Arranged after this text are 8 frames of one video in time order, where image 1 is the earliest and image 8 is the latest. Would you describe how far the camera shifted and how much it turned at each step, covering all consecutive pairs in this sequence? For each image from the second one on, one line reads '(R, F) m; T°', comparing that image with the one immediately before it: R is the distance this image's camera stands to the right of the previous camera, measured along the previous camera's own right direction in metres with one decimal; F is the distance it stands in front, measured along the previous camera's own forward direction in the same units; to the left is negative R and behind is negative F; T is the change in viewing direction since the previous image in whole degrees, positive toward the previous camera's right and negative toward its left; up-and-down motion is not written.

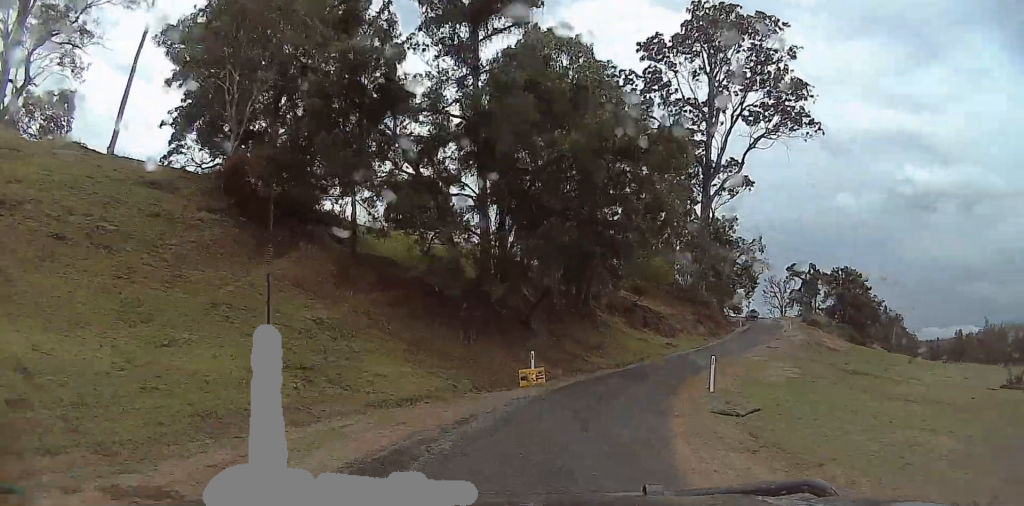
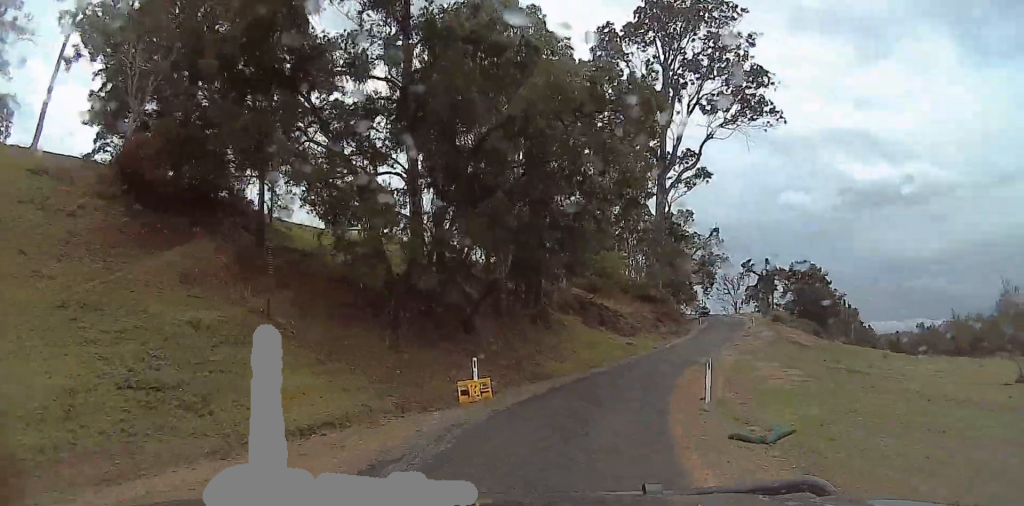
(+0.1, +5.0) m; +5°
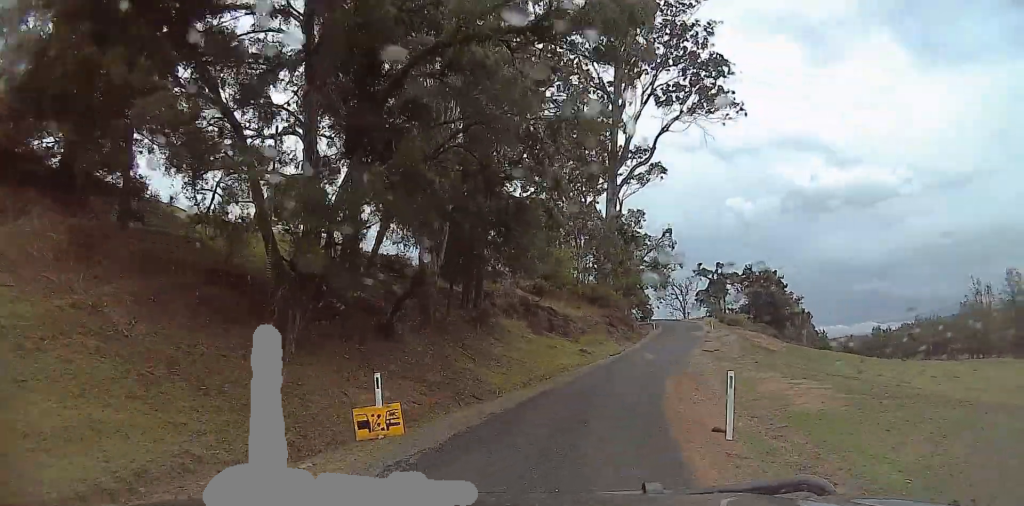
(+0.4, +5.9) m; +8°
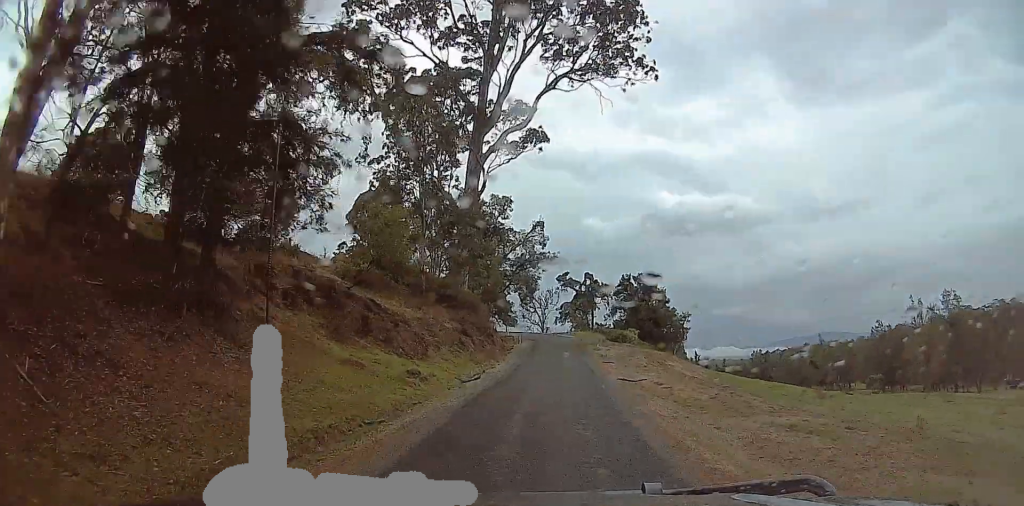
(+2.8, +18.6) m; +11°
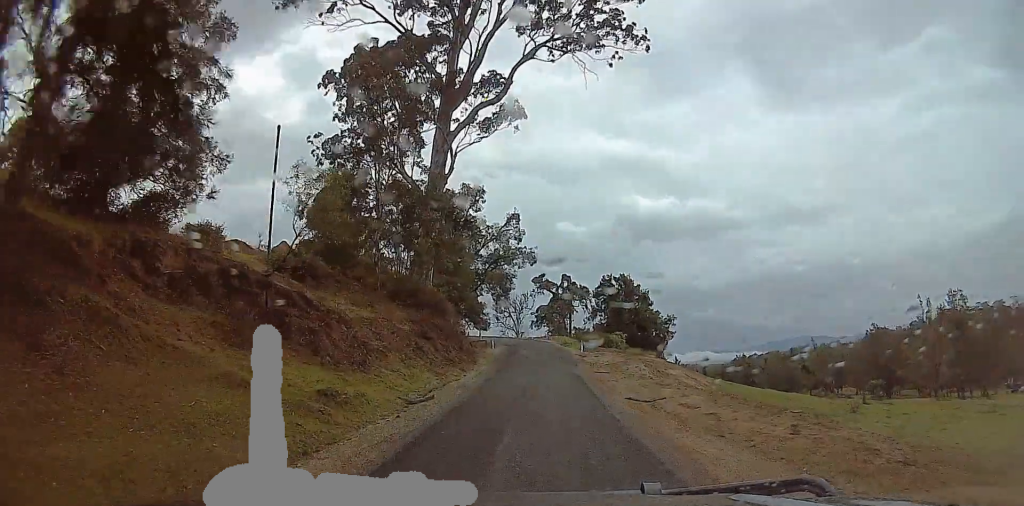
(0.0, +8.0) m; 0°
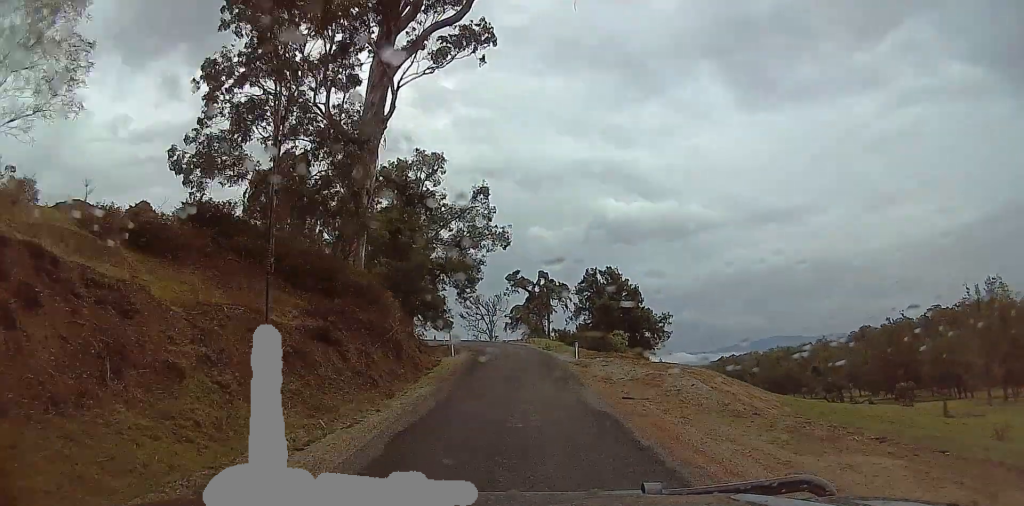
(0.0, +14.9) m; 0°
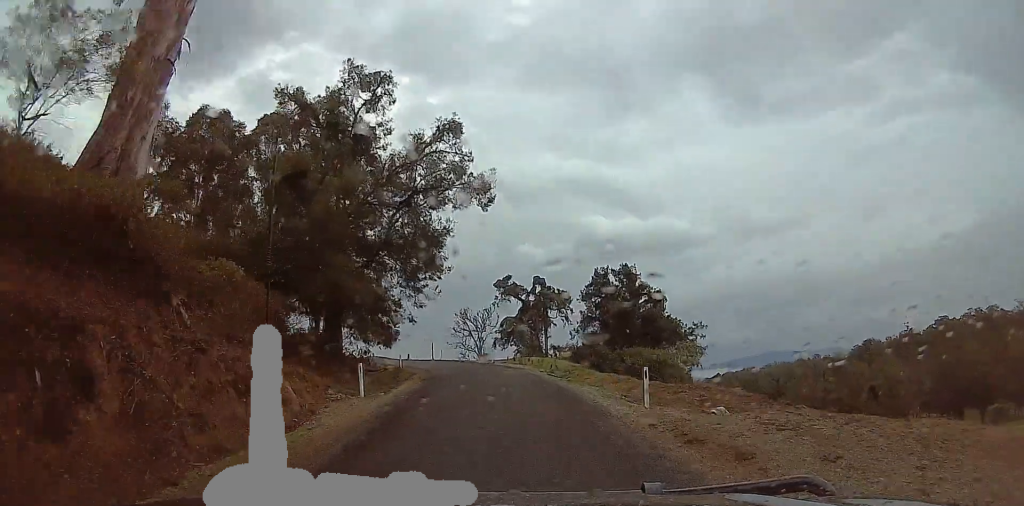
(0.0, +20.9) m; 0°
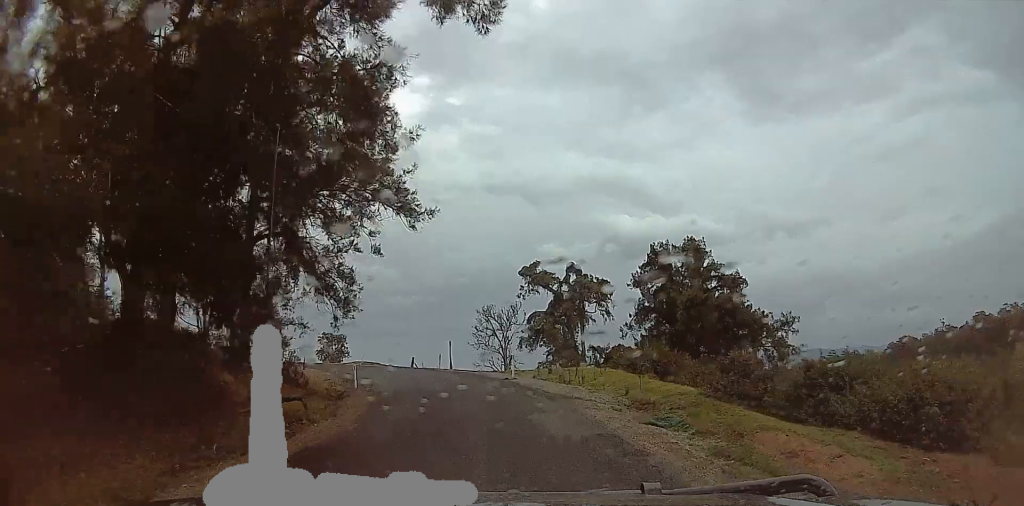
(0.0, +19.4) m; -2°
